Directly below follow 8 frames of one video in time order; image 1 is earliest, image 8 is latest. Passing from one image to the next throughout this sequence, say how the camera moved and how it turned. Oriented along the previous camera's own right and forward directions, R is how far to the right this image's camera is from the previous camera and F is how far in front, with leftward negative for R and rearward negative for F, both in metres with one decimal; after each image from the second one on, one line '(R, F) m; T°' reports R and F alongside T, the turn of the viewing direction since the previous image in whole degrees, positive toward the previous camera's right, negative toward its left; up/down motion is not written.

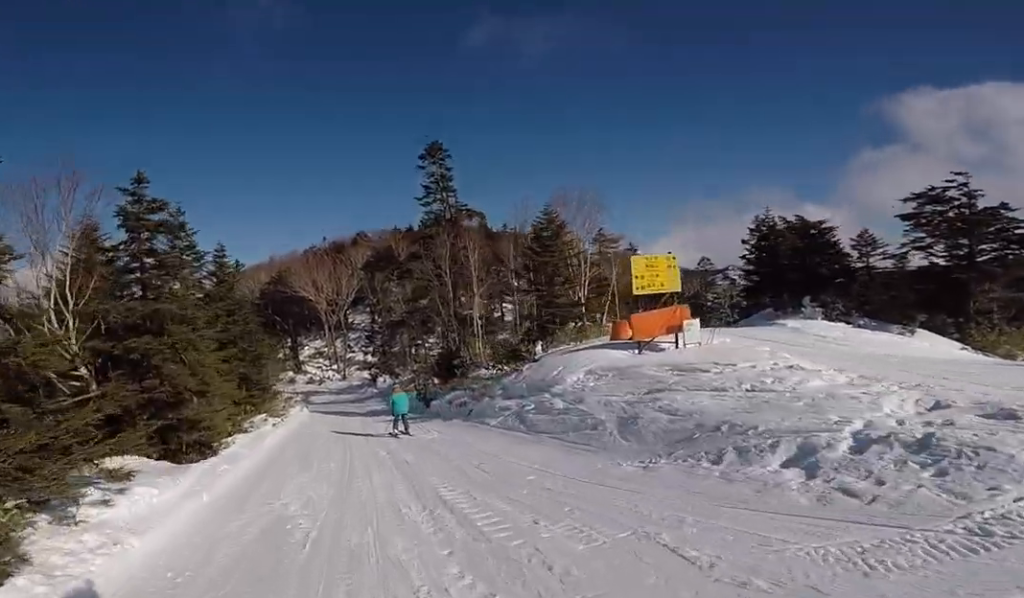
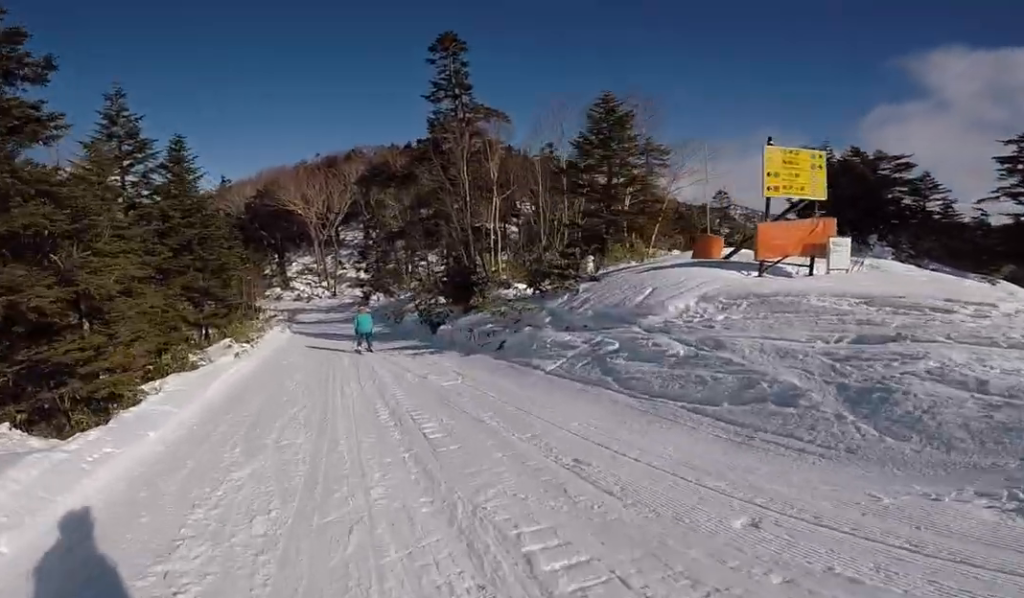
(-0.5, +4.4) m; -5°
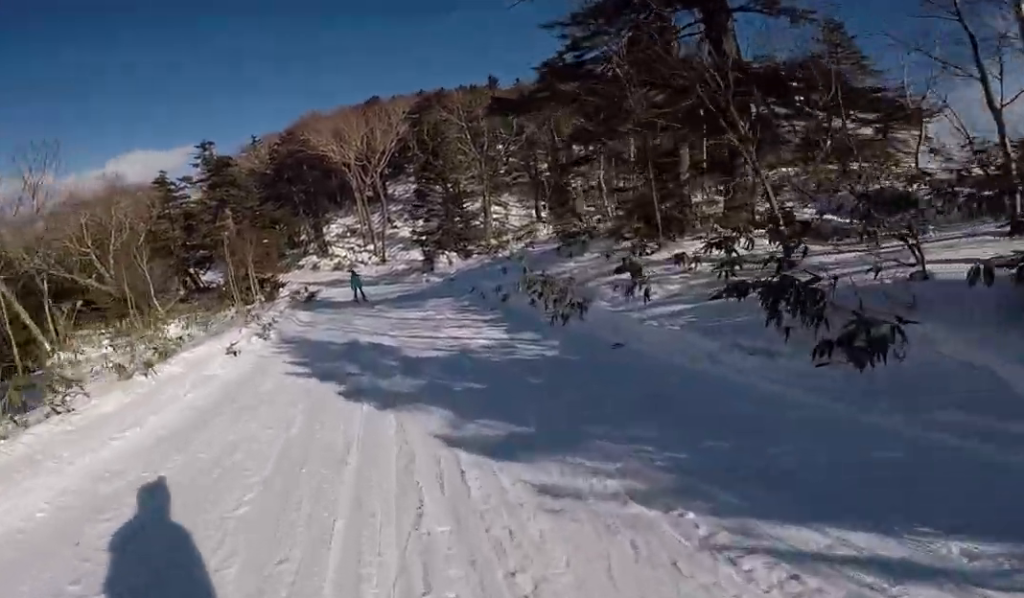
(+2.1, +16.3) m; +10°
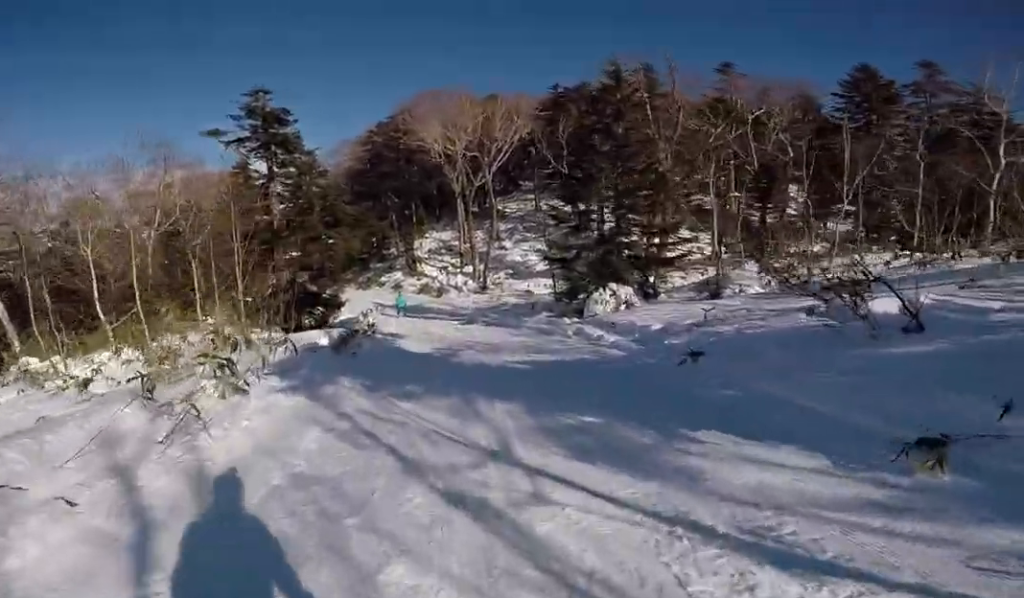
(-1.2, +11.2) m; -10°
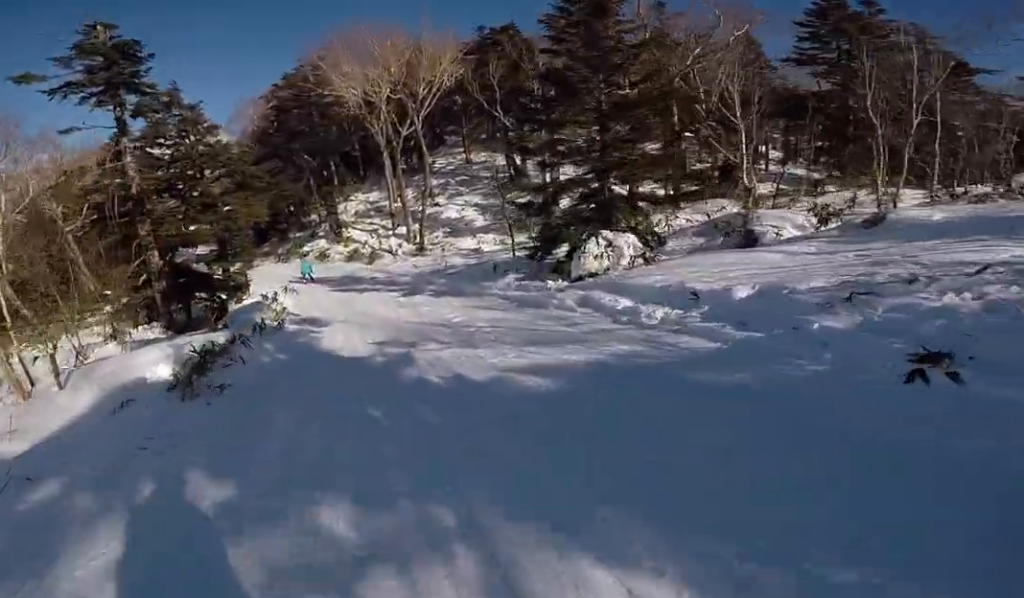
(-0.1, +4.7) m; -4°
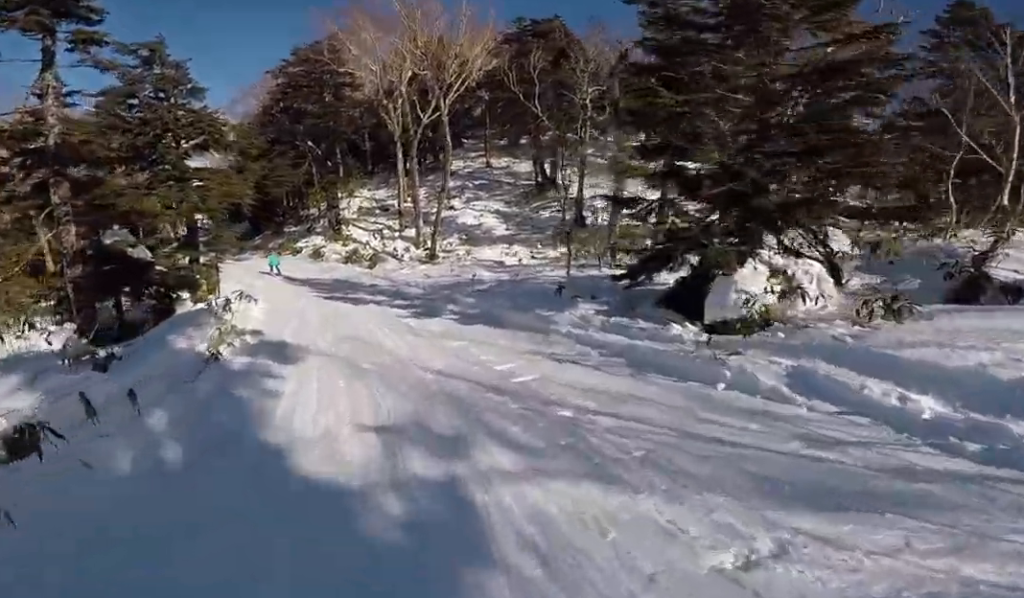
(+0.2, +4.7) m; -4°
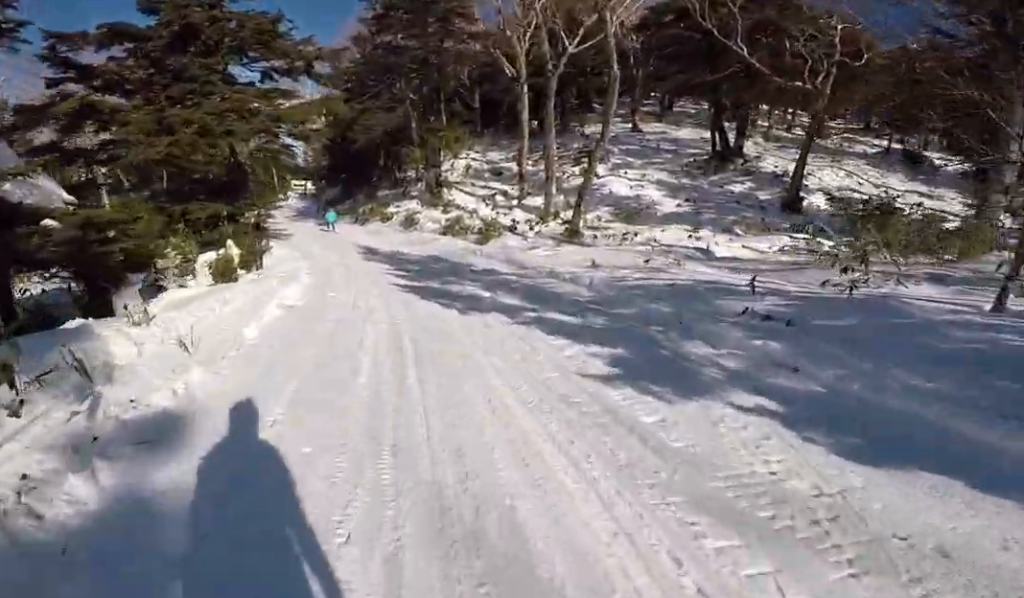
(-0.7, +6.9) m; -6°
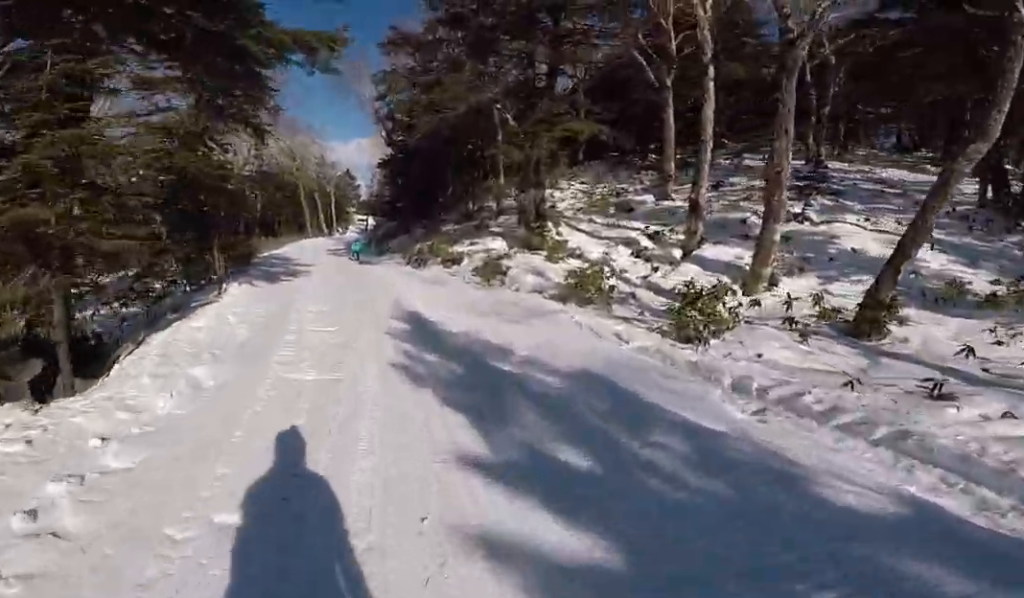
(-0.5, +9.3) m; -3°
